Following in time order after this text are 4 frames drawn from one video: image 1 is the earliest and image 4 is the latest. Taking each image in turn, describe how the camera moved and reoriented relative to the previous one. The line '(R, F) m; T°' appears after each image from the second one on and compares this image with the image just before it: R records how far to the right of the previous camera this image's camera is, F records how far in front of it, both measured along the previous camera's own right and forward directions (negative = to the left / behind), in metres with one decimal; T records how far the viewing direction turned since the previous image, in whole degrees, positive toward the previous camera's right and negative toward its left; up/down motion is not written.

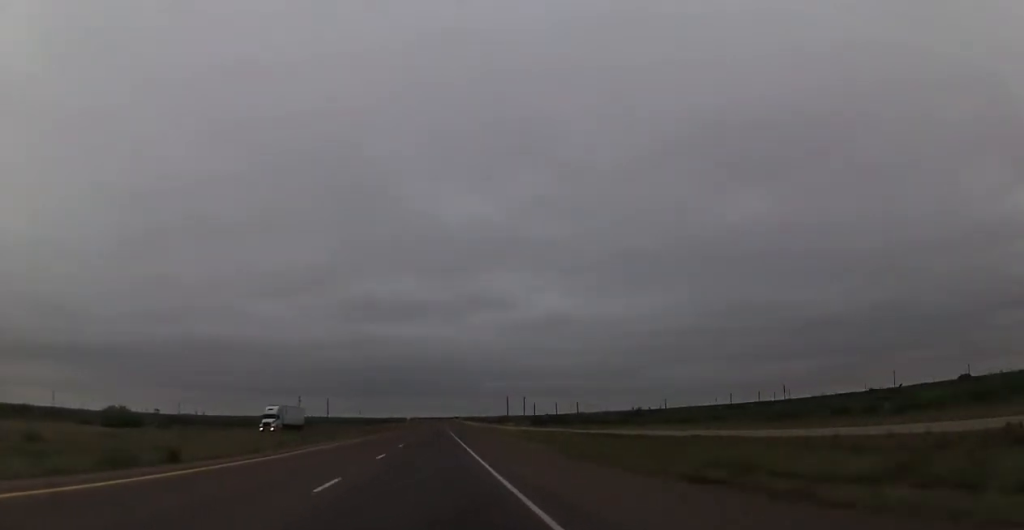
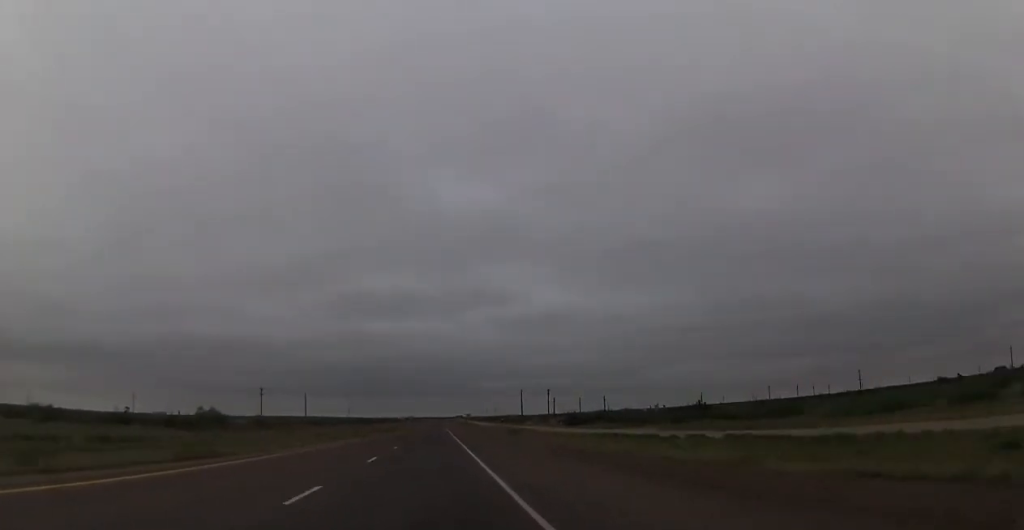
(+0.2, +62.6) m; 0°
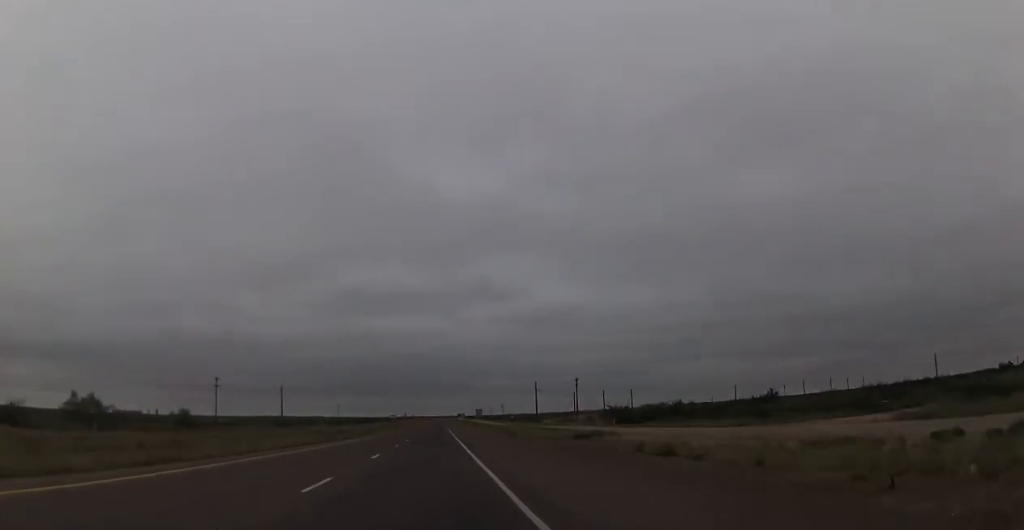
(-0.2, +46.7) m; 0°
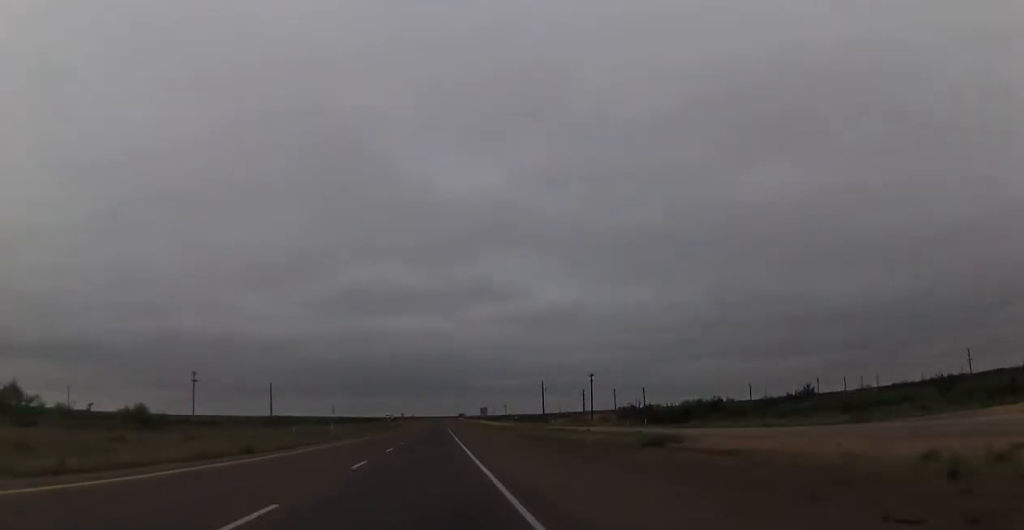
(+0.1, +17.2) m; 0°
